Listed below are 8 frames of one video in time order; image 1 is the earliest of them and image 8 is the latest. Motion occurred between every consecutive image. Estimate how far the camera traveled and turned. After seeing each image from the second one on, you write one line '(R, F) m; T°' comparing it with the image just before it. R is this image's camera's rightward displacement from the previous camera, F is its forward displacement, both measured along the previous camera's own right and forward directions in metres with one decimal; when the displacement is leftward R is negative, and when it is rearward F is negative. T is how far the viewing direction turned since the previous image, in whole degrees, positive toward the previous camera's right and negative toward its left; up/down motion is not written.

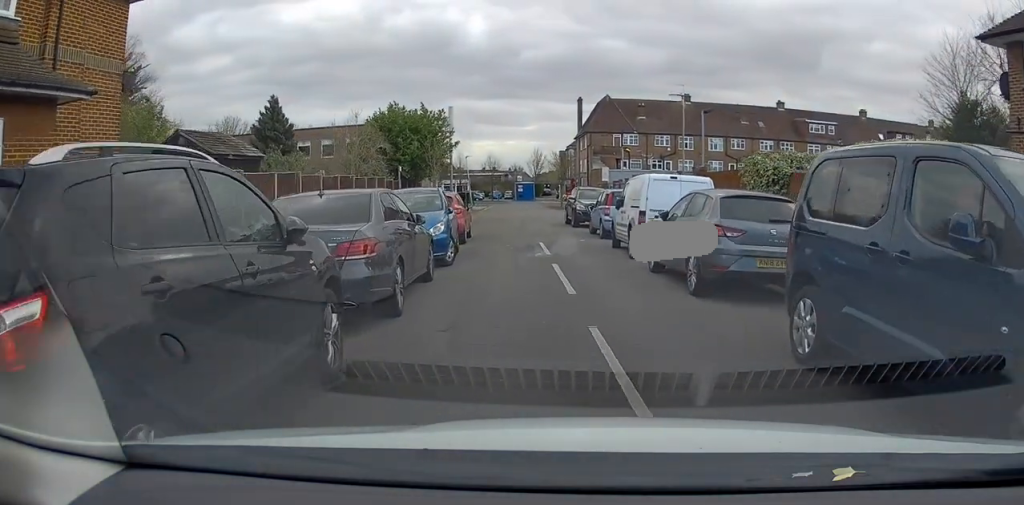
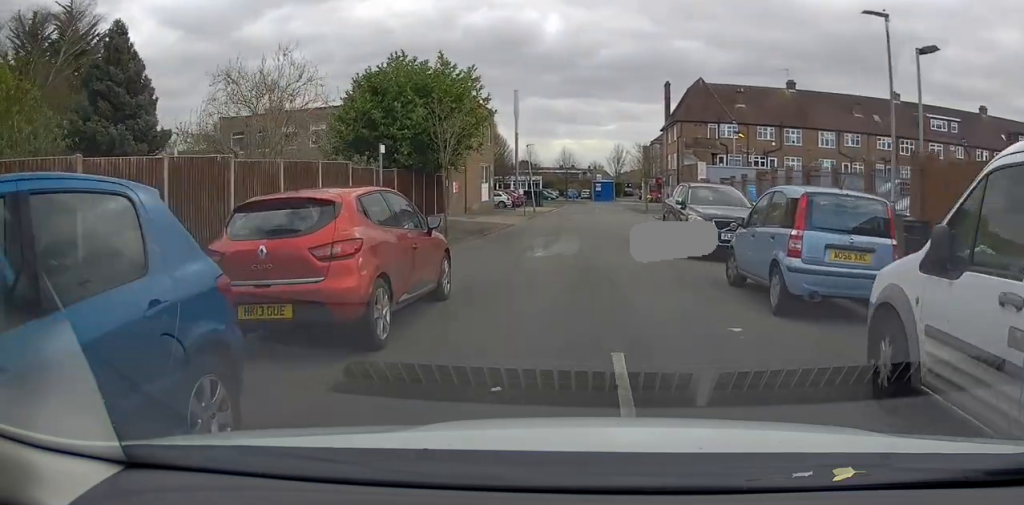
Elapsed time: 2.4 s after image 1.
(-0.8, +9.8) m; -8°
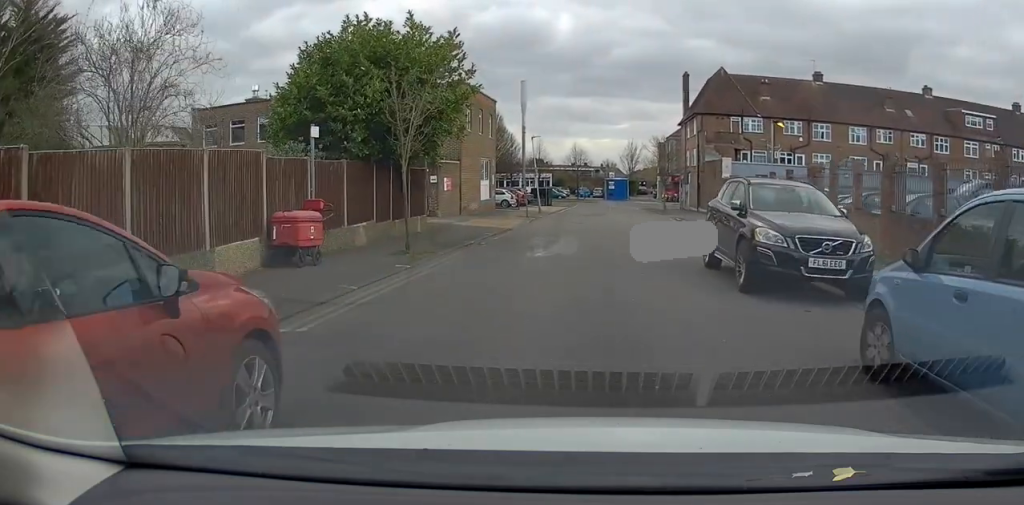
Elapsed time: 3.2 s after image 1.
(0.0, +4.7) m; -2°
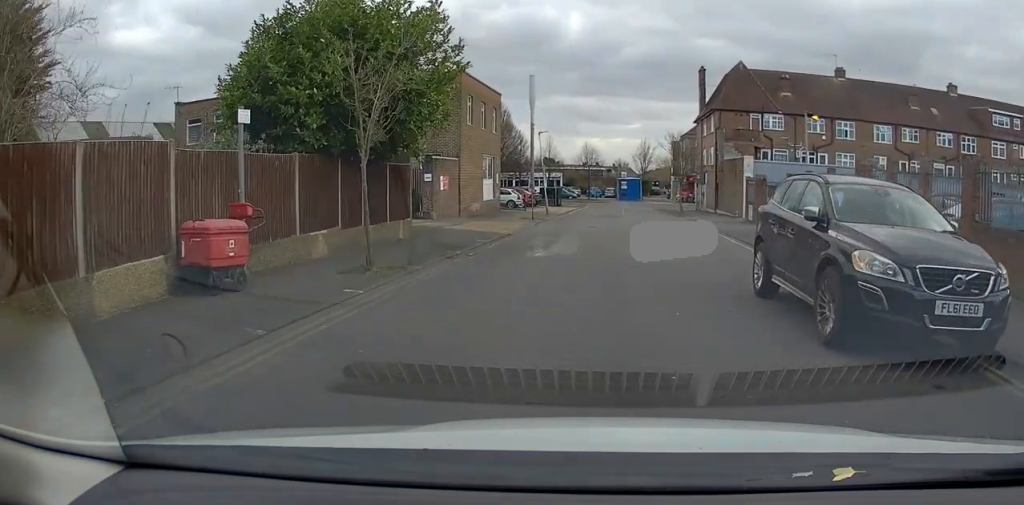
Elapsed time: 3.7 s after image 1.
(-0.1, +3.1) m; -1°
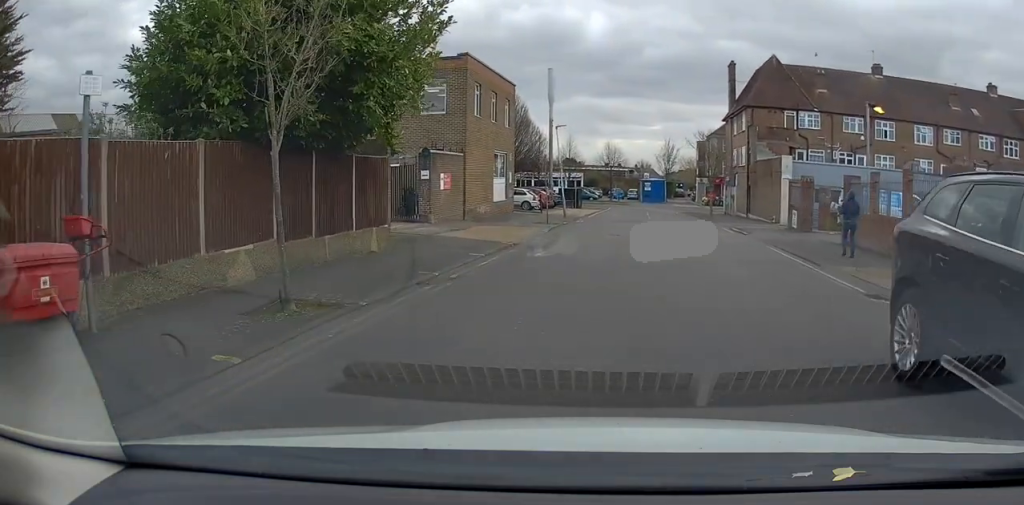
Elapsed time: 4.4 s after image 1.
(0.0, +4.1) m; -1°
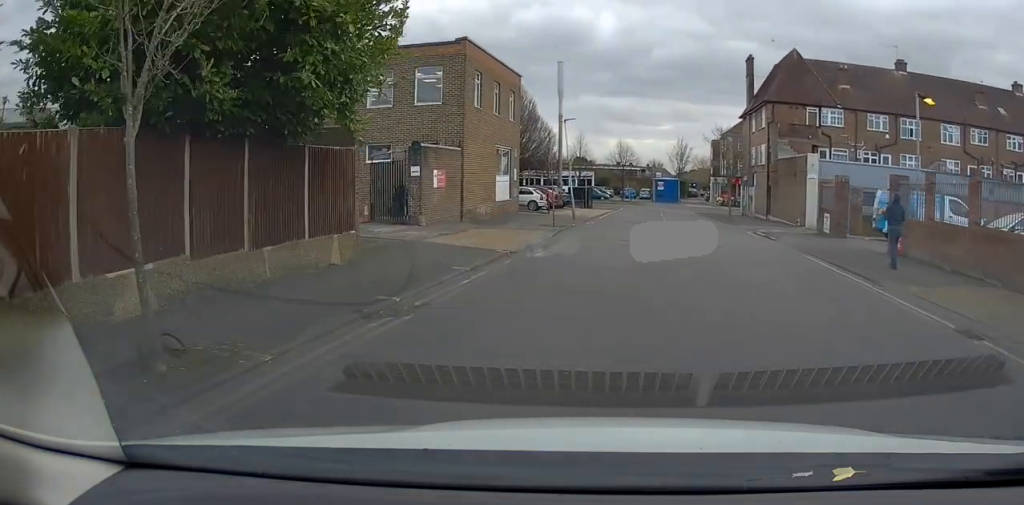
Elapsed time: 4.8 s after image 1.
(0.0, +2.6) m; 0°
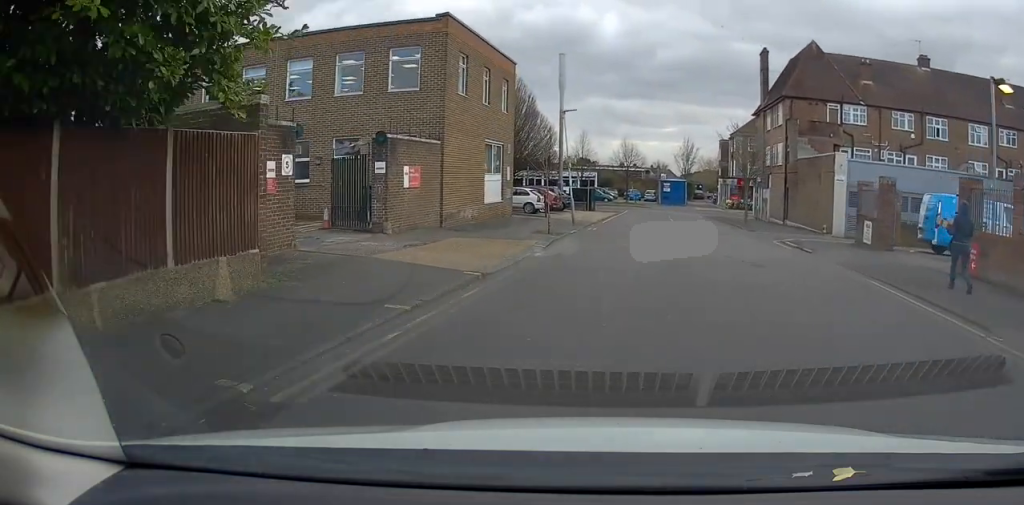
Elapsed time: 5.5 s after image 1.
(0.0, +3.9) m; -1°
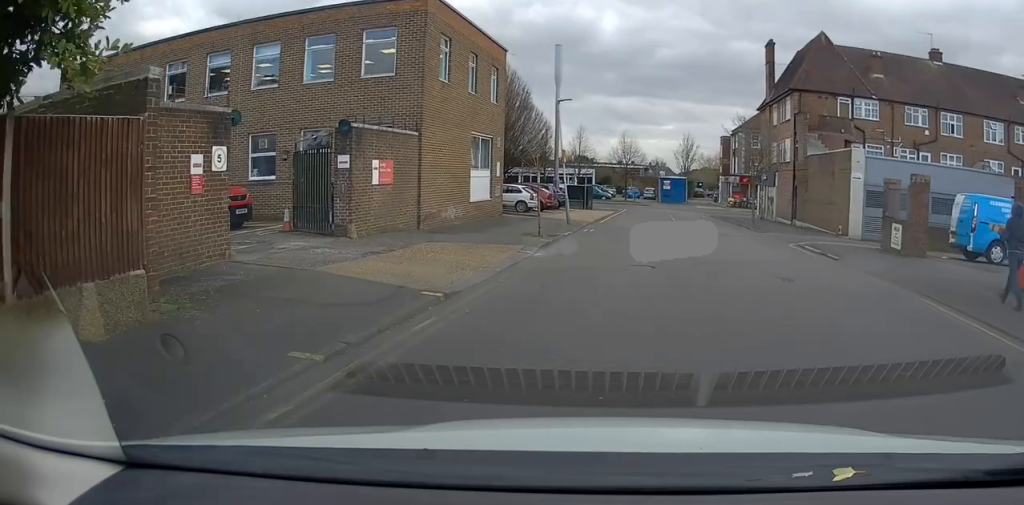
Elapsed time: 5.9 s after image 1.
(0.0, +2.4) m; -1°
